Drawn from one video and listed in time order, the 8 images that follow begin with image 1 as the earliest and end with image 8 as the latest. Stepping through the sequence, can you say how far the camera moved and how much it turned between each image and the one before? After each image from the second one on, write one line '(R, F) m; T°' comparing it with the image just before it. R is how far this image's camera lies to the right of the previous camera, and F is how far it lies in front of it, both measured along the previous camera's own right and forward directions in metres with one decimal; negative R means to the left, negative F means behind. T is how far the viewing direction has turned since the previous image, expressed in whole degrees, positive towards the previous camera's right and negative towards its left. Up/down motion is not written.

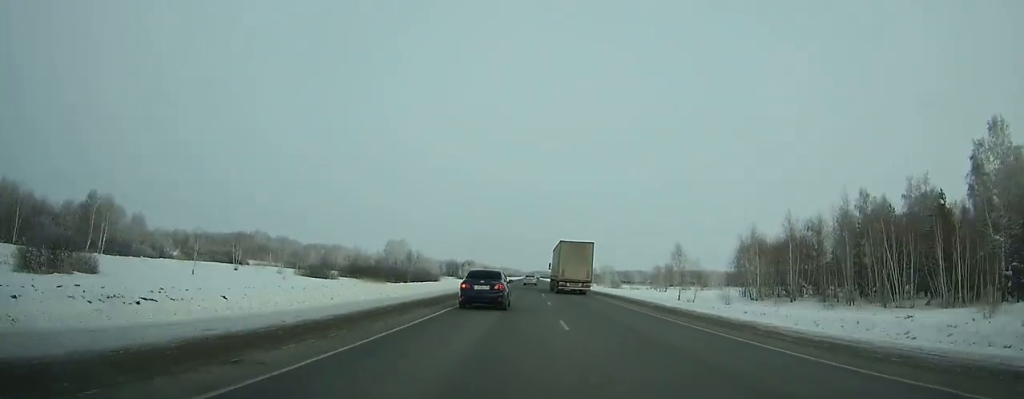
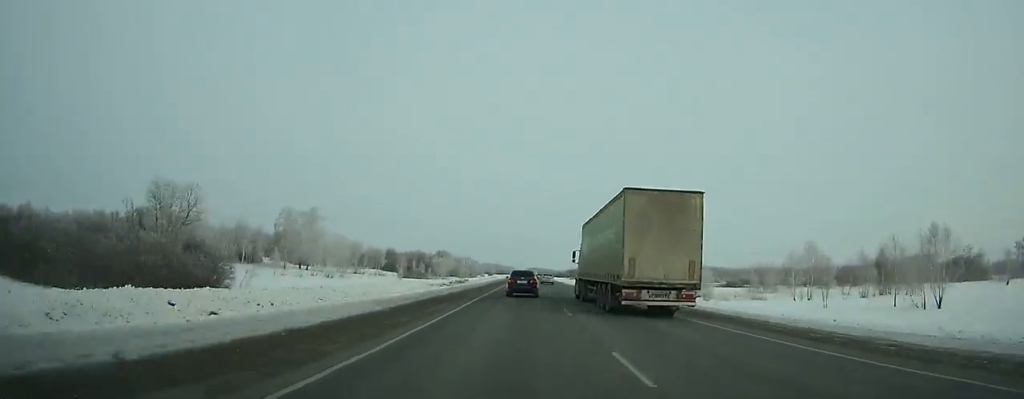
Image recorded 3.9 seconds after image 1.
(+0.8, +117.6) m; +1°
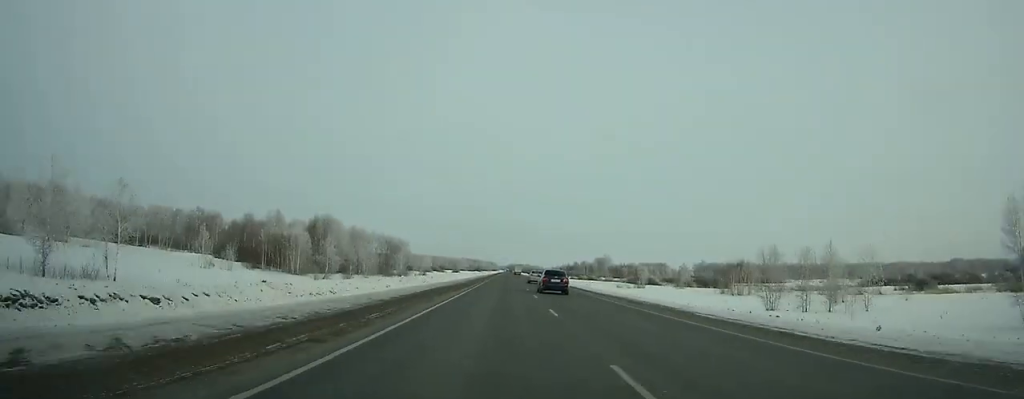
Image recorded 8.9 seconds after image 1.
(+1.6, +154.9) m; +1°
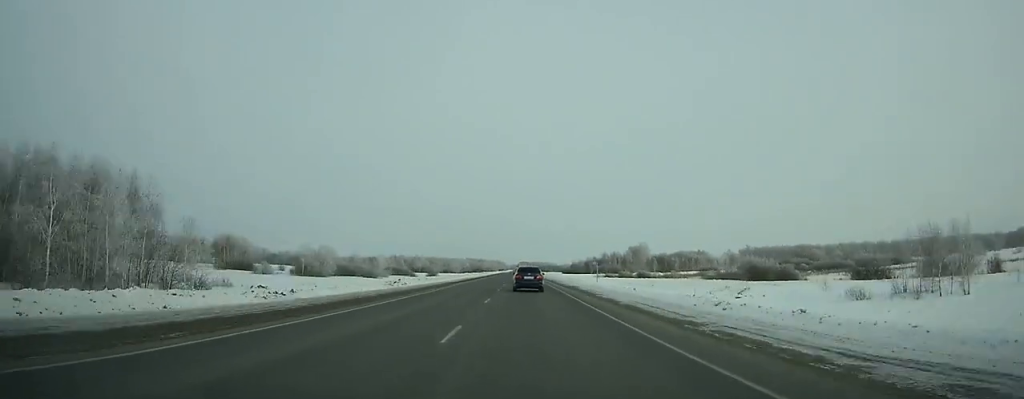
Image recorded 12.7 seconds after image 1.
(+0.3, +114.6) m; 0°
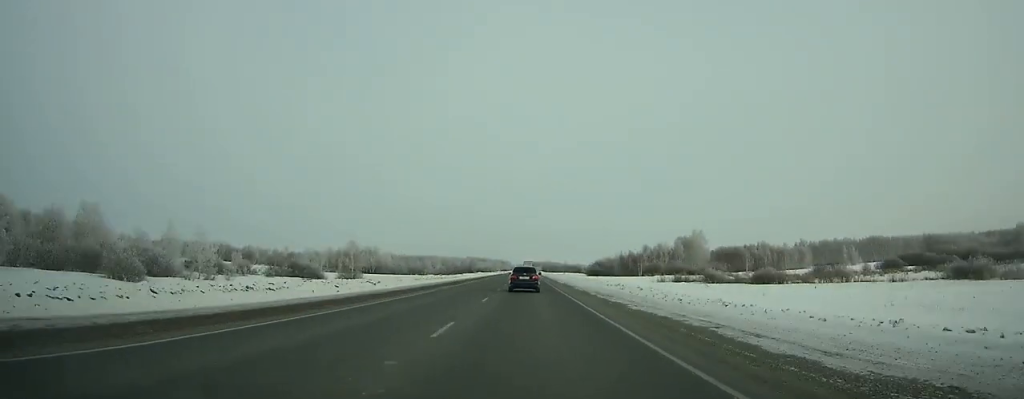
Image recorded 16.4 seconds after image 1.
(-0.7, +105.4) m; -1°
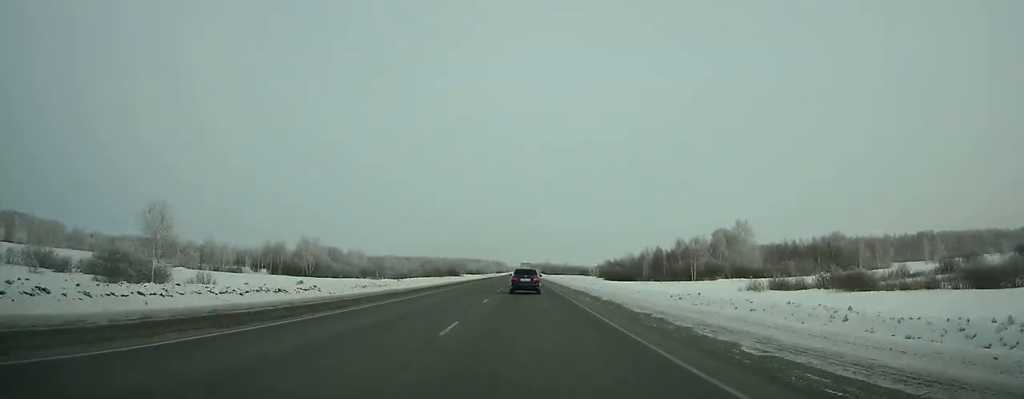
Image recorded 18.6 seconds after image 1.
(-0.2, +60.6) m; 0°
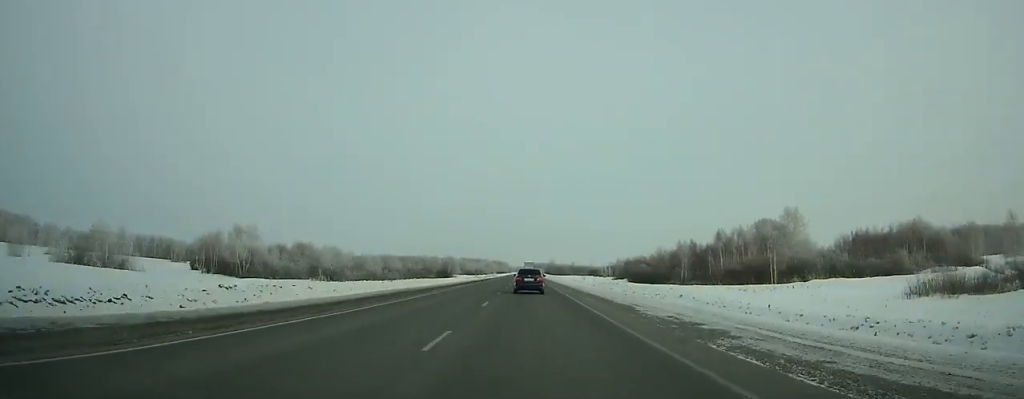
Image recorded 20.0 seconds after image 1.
(+0.1, +37.4) m; 0°
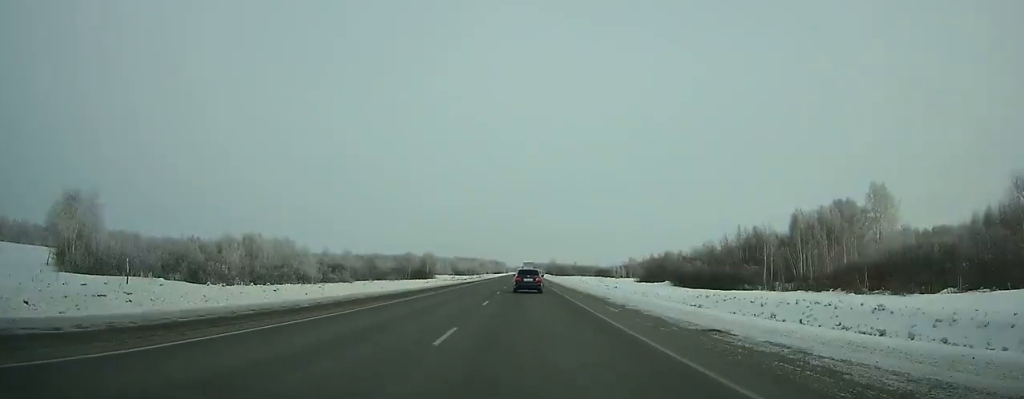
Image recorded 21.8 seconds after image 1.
(0.0, +47.9) m; 0°
